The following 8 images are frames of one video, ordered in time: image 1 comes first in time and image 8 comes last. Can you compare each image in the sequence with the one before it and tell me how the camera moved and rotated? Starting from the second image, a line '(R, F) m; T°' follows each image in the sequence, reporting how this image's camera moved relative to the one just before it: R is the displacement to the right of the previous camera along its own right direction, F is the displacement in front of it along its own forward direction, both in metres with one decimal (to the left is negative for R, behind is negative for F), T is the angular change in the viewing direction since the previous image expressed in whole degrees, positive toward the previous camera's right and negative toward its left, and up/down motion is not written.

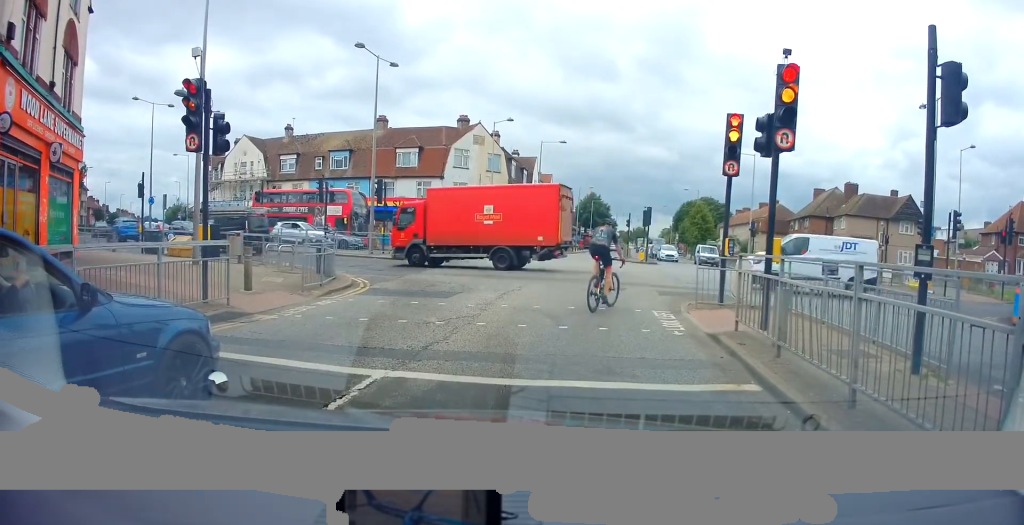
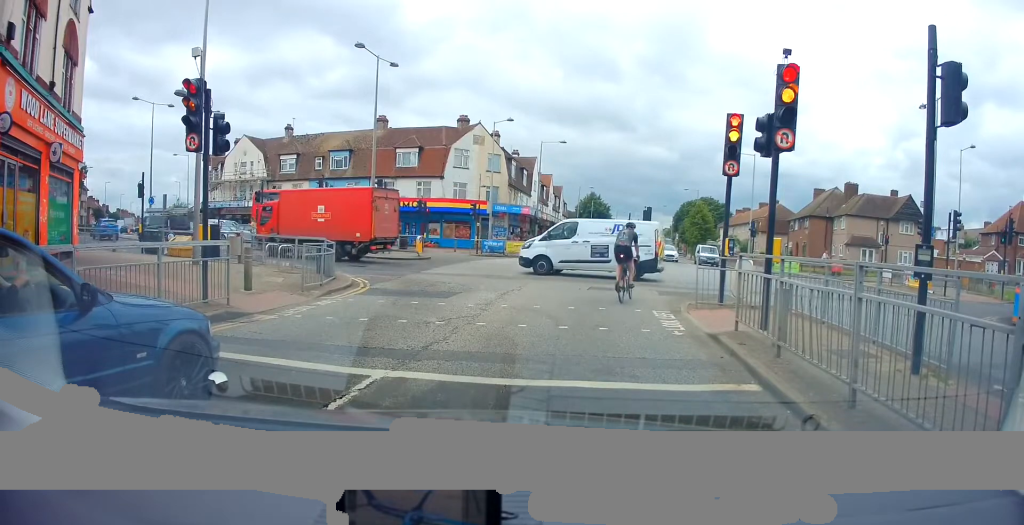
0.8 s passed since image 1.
(0.0, 0.0) m; 0°
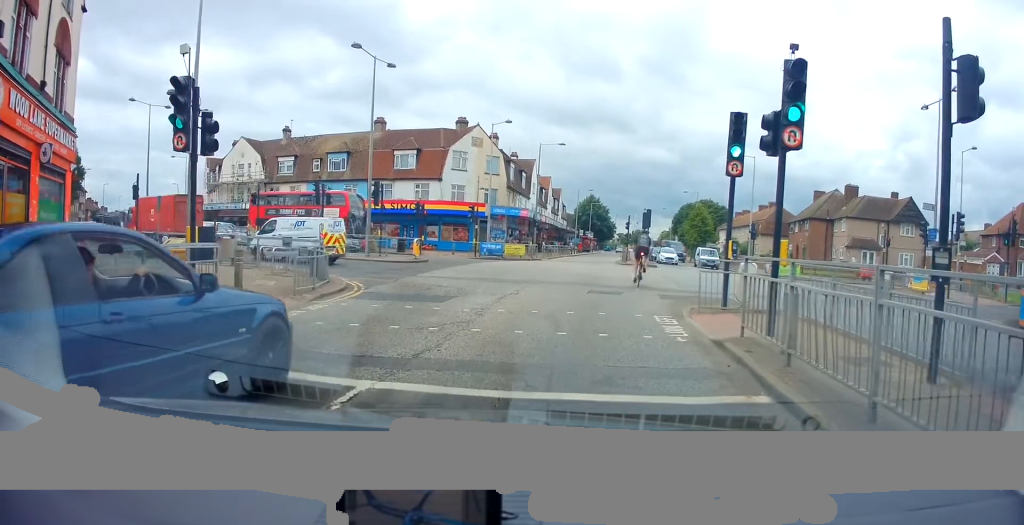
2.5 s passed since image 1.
(+0.2, +0.8) m; -1°
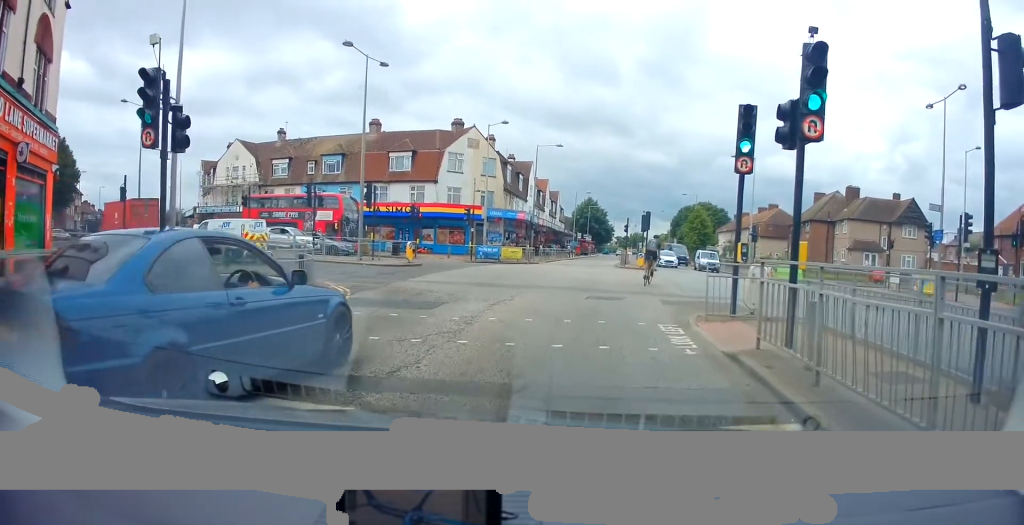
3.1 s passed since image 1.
(+0.1, +0.8) m; -1°
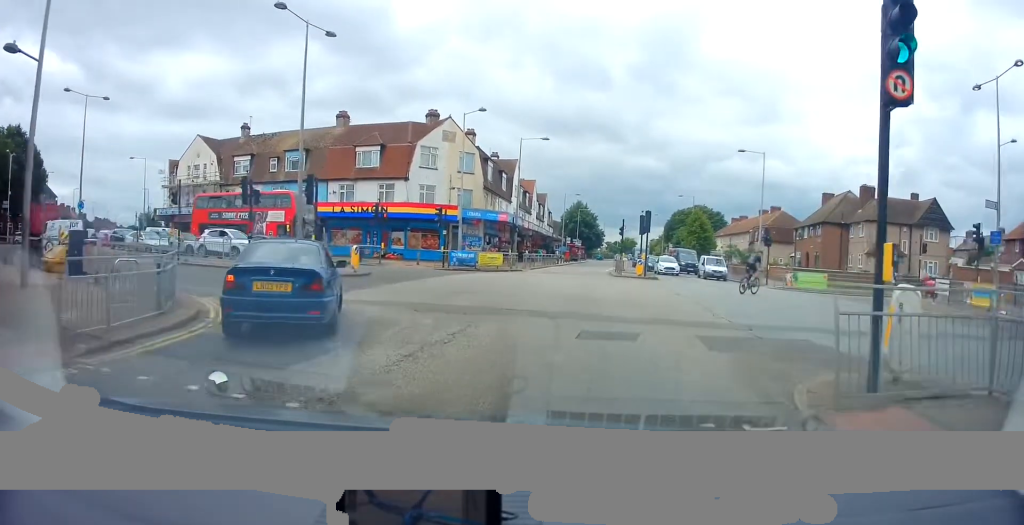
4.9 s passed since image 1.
(+0.7, +5.6) m; +10°
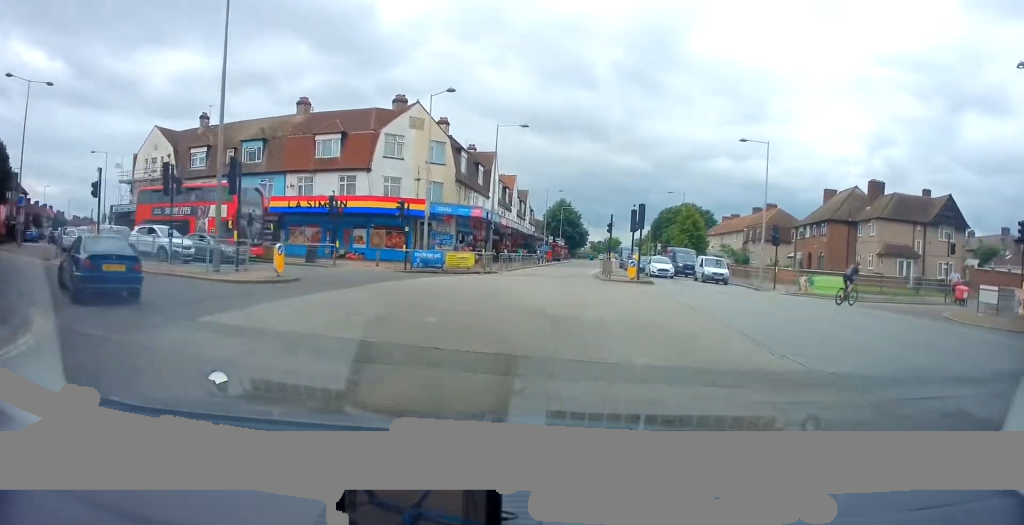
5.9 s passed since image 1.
(-0.4, +4.6) m; +1°
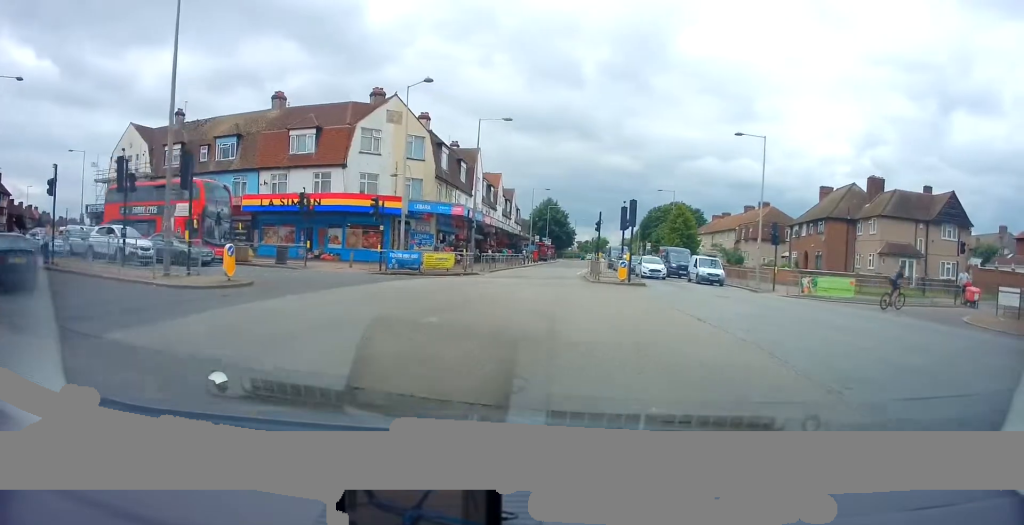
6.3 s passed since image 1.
(+0.1, +2.0) m; +2°
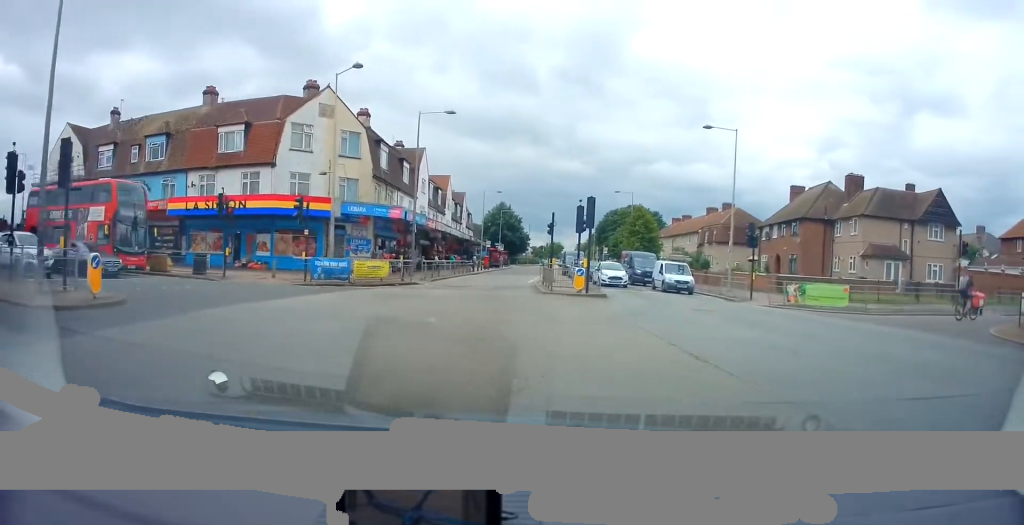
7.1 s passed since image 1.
(+0.3, +3.6) m; +6°
